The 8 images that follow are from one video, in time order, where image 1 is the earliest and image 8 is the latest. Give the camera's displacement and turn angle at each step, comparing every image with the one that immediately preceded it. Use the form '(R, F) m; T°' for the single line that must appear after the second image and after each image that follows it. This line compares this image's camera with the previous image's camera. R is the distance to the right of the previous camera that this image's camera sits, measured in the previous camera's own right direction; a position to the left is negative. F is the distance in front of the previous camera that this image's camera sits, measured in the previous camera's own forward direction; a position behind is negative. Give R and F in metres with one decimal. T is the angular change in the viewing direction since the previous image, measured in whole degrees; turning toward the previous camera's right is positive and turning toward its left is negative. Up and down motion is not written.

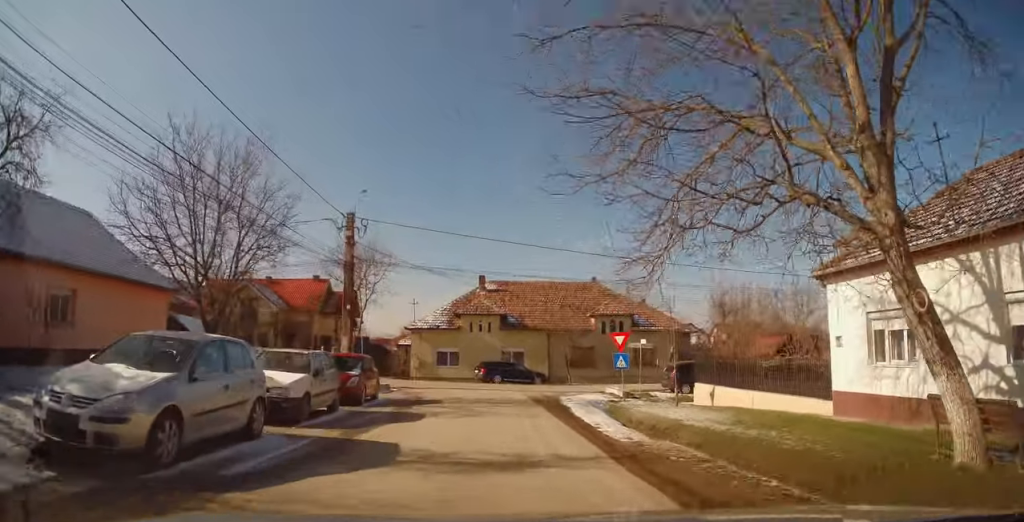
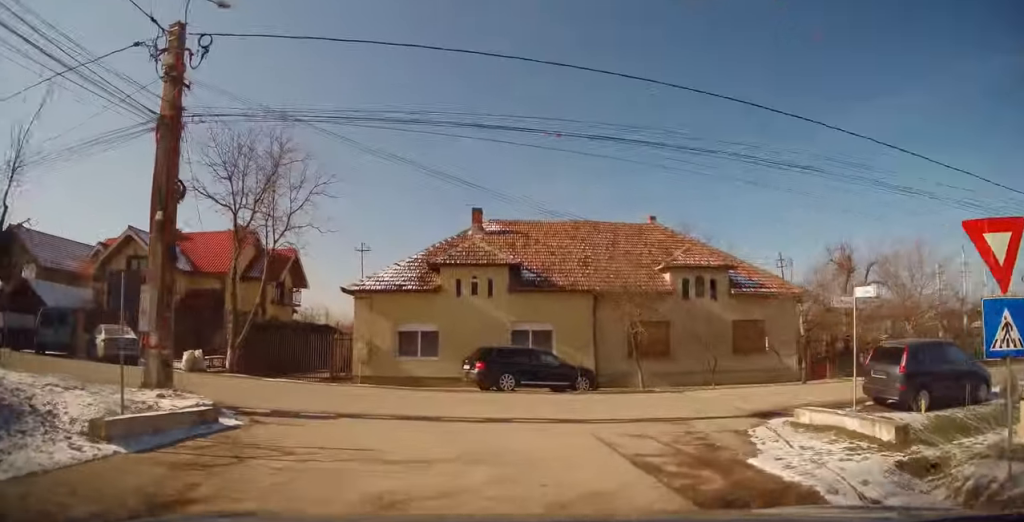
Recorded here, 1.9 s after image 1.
(-0.4, +16.1) m; -3°
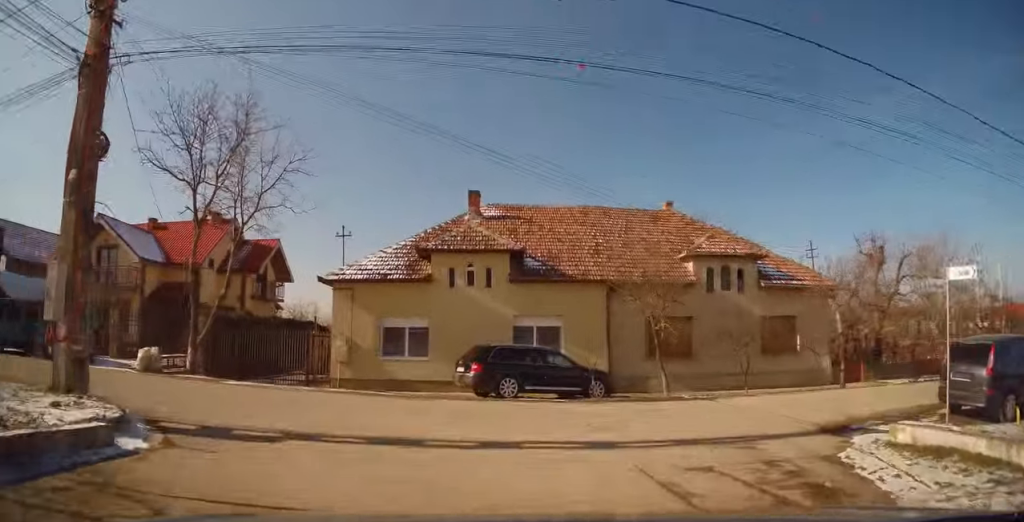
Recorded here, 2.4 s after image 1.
(-0.2, +3.0) m; +2°
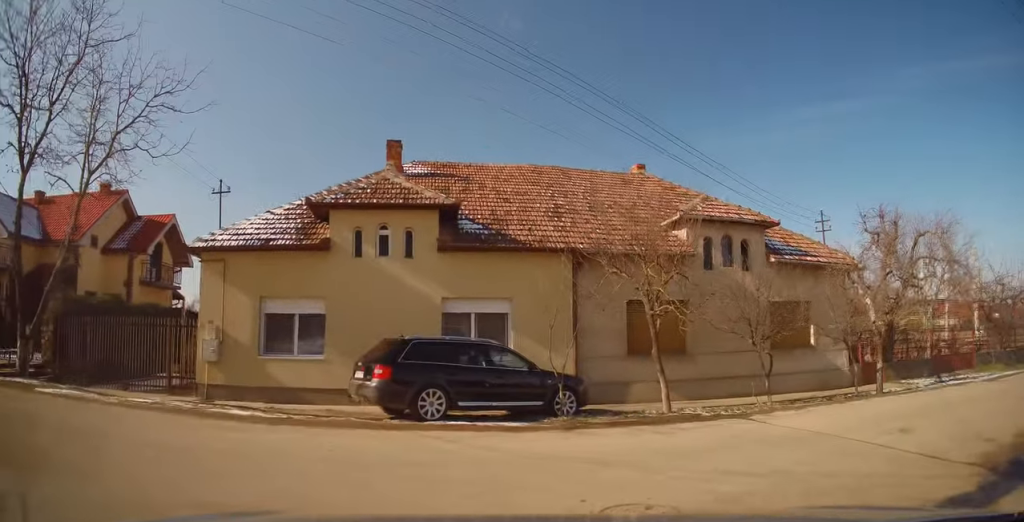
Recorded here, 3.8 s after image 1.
(+0.6, +6.7) m; +5°
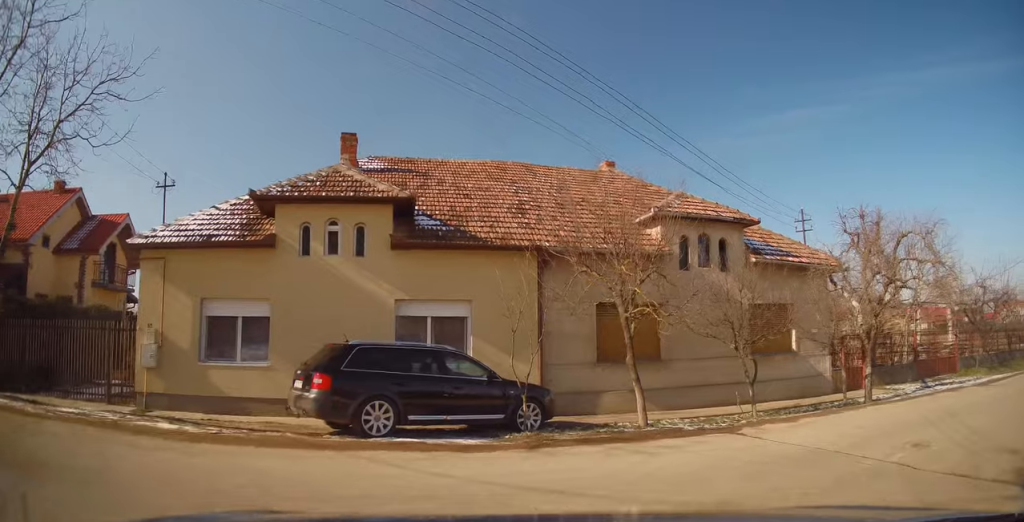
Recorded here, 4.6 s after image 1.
(-0.4, +2.1) m; +3°
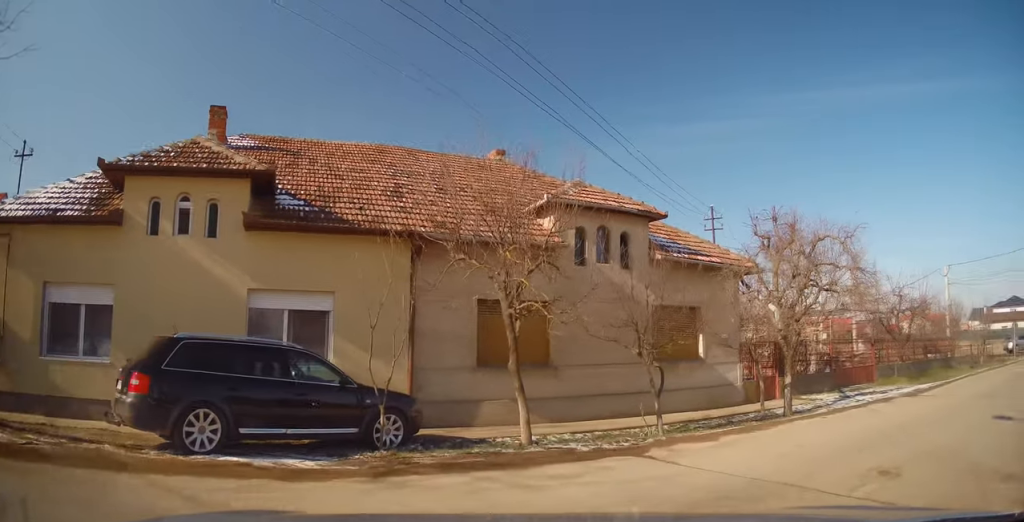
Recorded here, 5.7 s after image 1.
(+0.6, +2.1) m; +23°
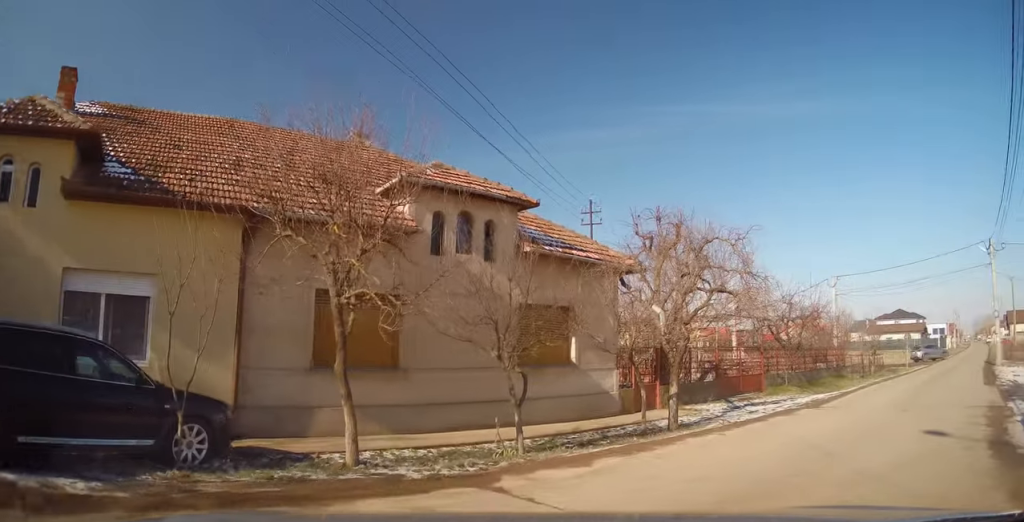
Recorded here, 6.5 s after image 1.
(+0.1, +1.6) m; +24°
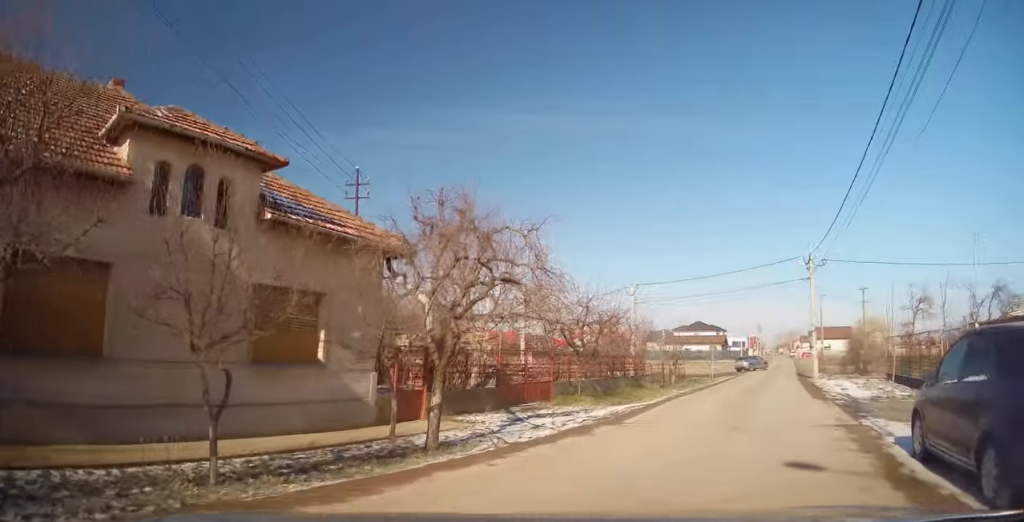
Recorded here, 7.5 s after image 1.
(+0.7, +2.1) m; +22°
